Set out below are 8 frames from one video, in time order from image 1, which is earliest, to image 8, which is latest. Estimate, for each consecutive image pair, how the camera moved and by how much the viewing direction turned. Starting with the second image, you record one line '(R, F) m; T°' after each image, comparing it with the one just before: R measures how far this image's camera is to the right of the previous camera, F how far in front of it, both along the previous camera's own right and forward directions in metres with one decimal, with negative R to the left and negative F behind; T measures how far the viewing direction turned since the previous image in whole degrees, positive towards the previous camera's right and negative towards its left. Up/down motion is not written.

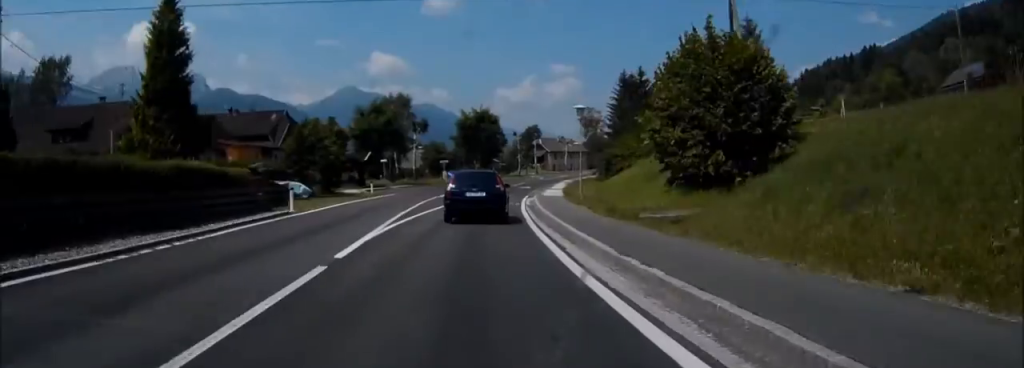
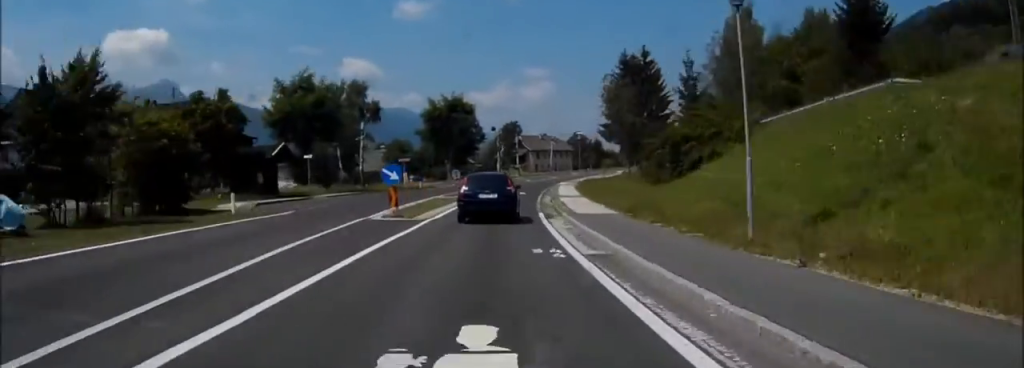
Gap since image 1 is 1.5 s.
(0.0, +24.6) m; 0°
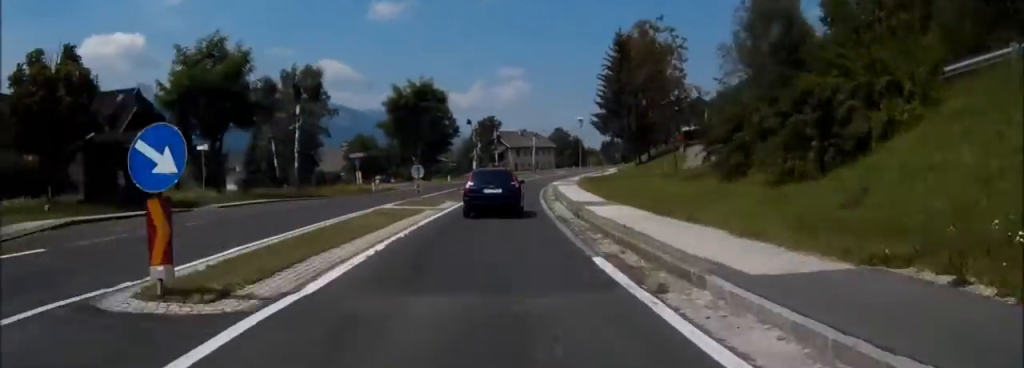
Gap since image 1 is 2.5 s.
(0.0, +16.4) m; 0°
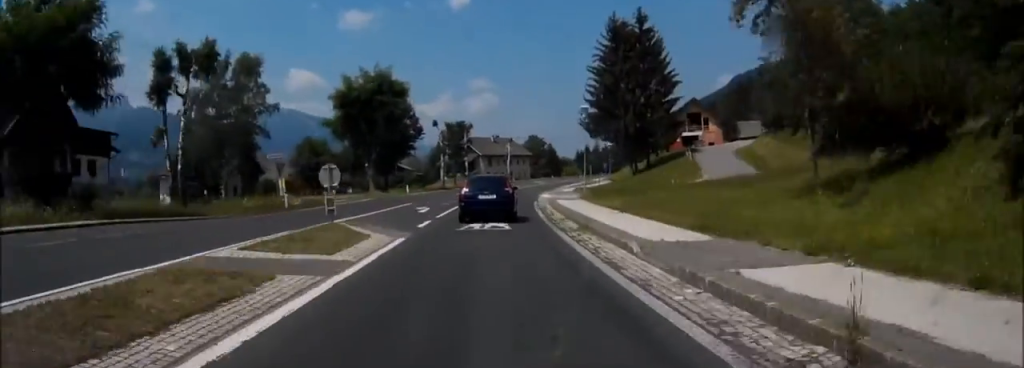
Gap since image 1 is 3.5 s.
(0.0, +17.3) m; +2°
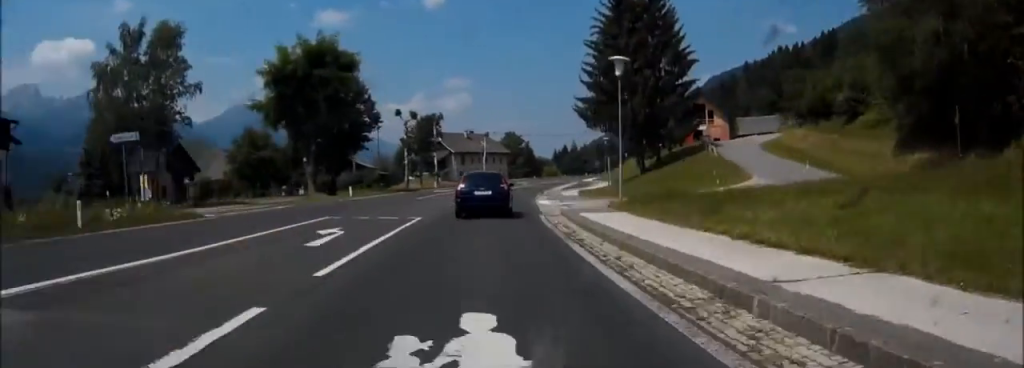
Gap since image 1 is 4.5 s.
(-0.7, +17.4) m; +3°
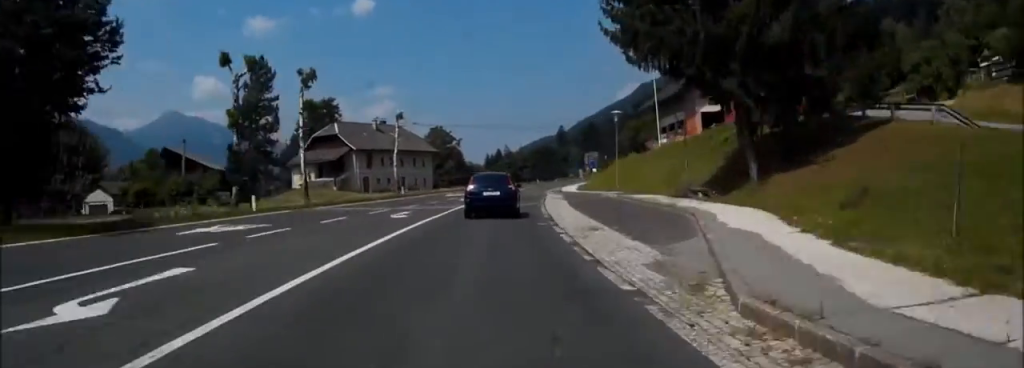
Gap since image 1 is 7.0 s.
(+4.5, +46.6) m; +8°
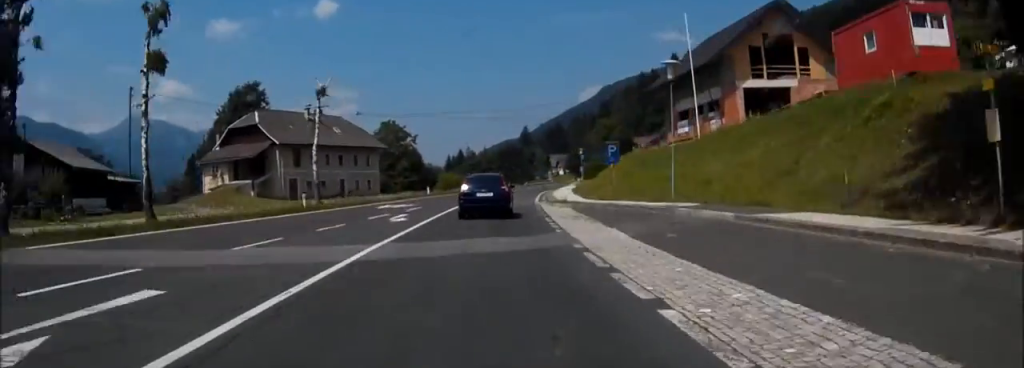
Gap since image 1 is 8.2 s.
(+1.0, +24.3) m; +2°
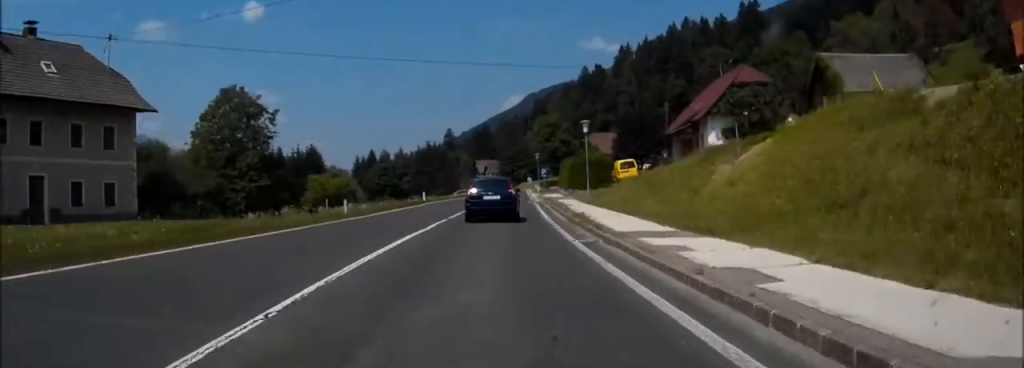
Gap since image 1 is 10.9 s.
(+1.2, +55.5) m; +4°
